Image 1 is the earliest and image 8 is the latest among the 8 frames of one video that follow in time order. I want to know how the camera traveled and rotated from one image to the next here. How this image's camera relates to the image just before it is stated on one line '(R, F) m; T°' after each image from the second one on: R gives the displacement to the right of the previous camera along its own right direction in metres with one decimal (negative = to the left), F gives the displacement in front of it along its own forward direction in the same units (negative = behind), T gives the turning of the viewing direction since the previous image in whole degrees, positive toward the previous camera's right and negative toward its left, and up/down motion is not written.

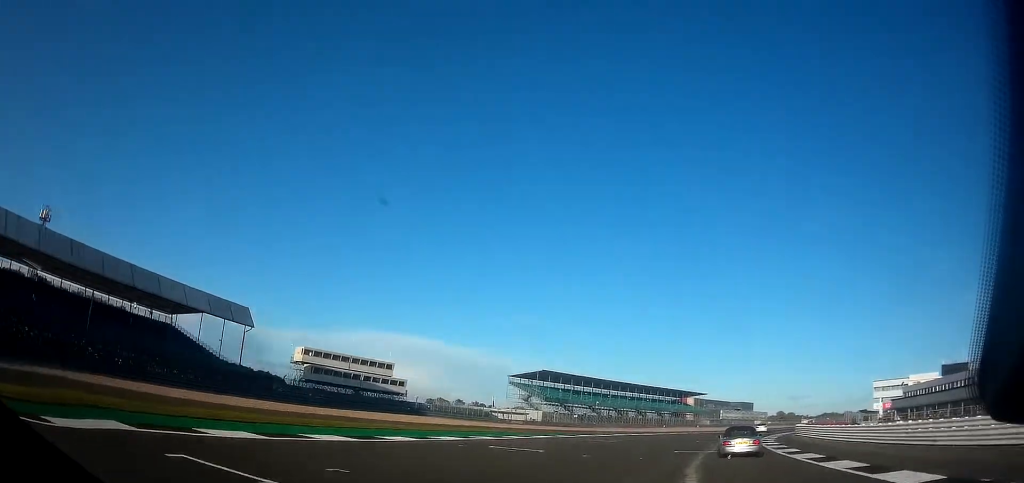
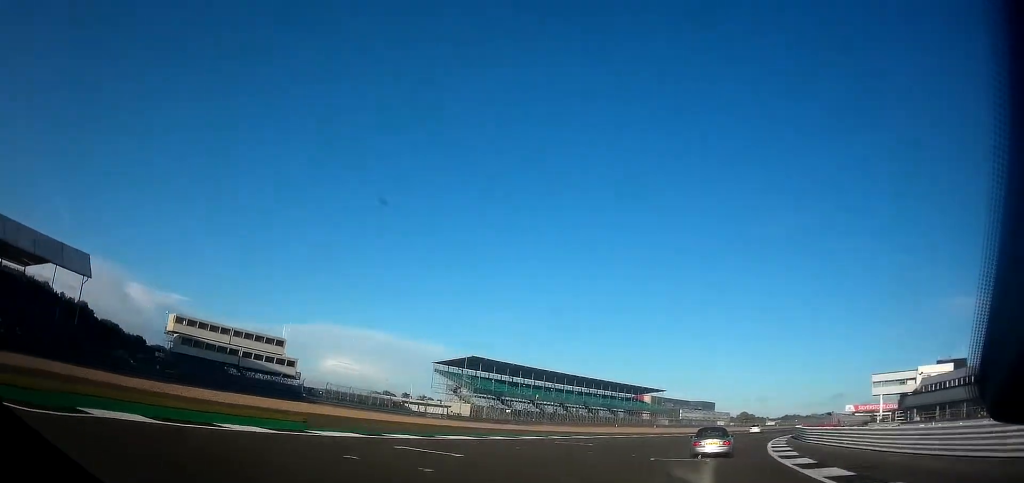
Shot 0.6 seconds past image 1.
(+0.5, +22.8) m; +4°
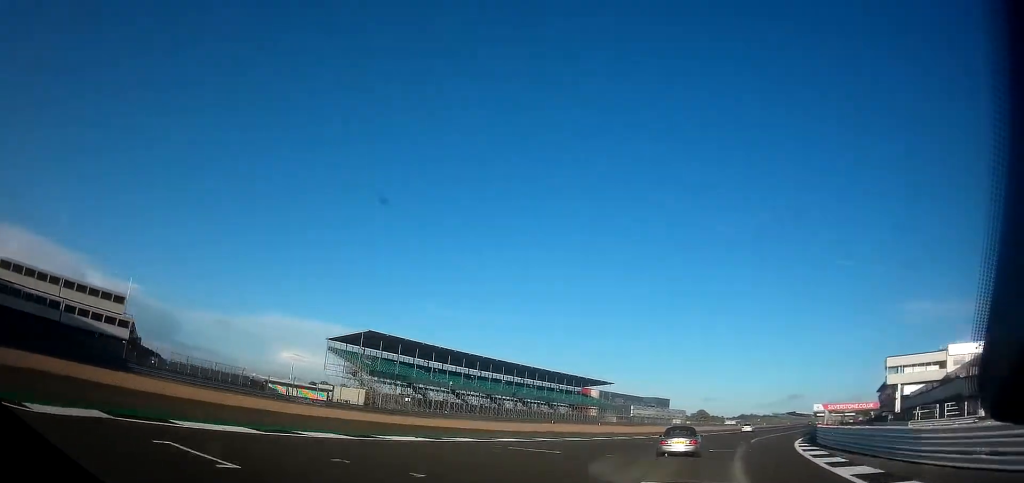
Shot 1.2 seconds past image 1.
(+1.1, +27.0) m; +4°
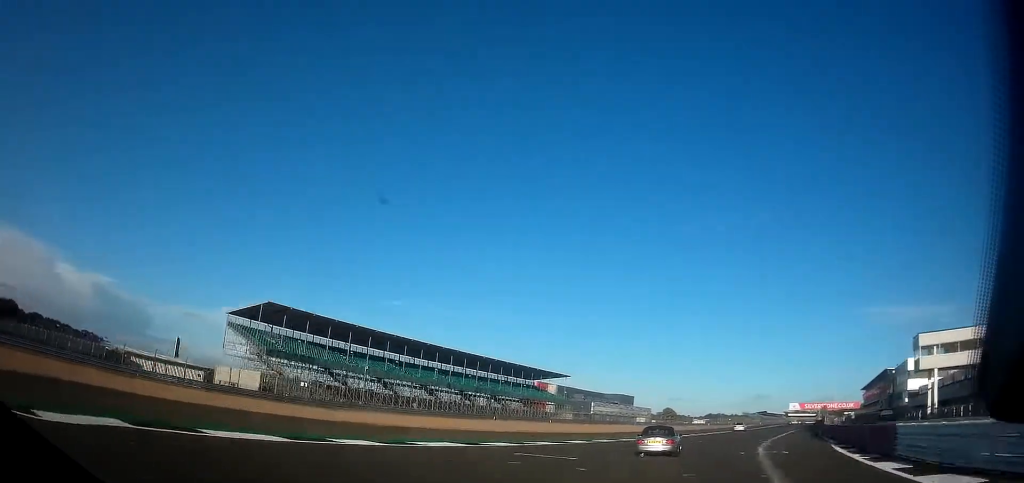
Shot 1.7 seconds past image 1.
(+0.5, +20.5) m; +3°
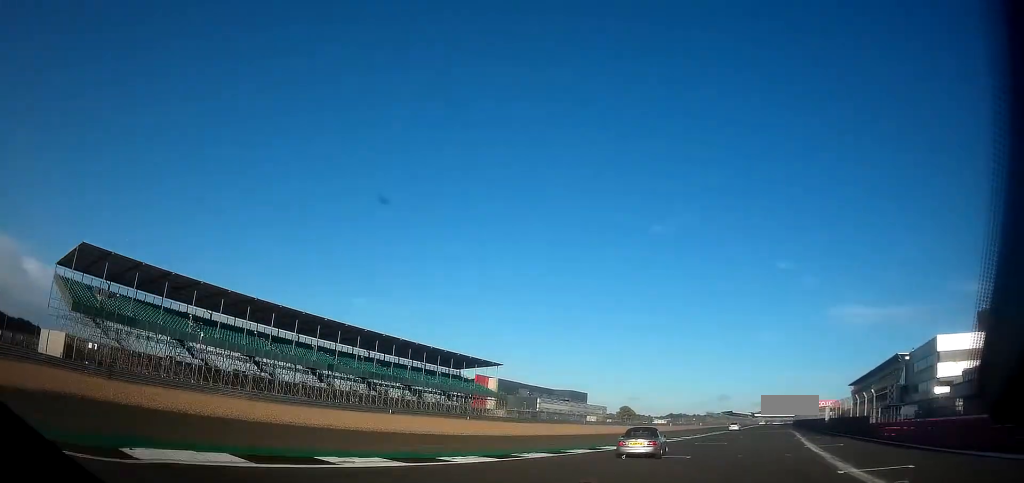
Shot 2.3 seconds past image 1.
(+0.8, +27.9) m; +3°
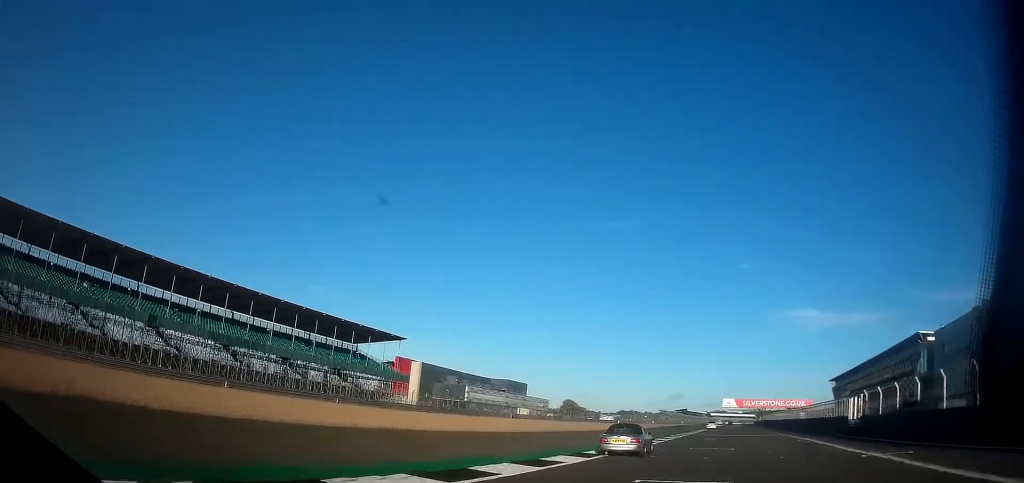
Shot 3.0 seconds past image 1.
(+1.0, +28.2) m; +2°
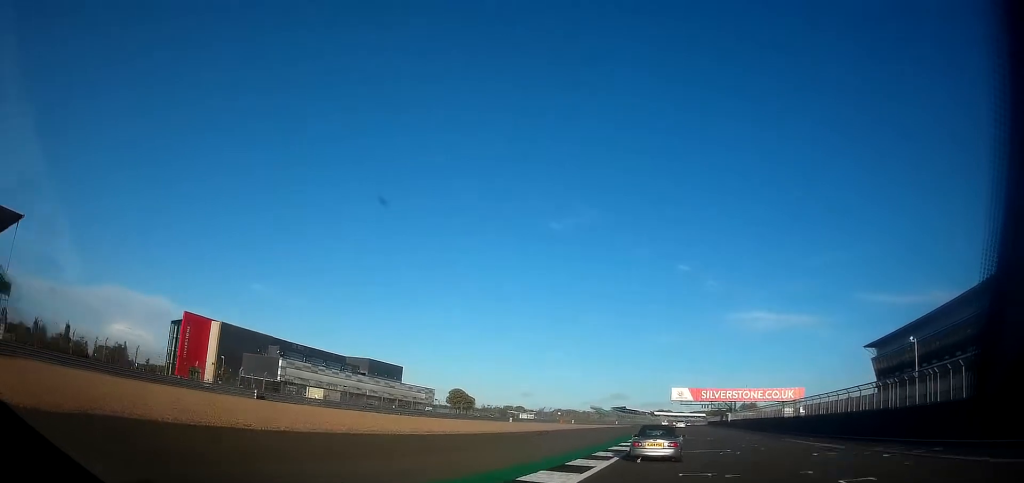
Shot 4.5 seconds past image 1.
(+1.6, +69.4) m; +2°
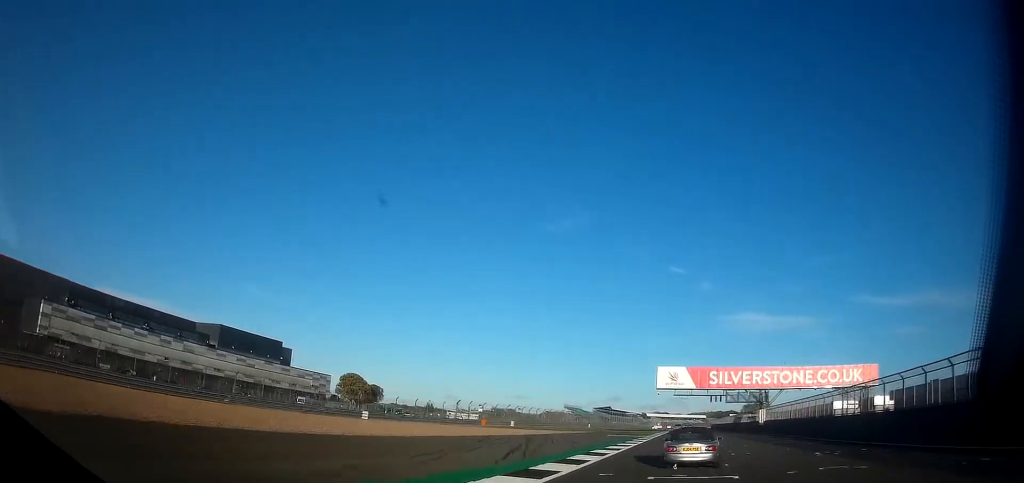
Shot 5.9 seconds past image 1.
(+0.2, +60.9) m; 0°
